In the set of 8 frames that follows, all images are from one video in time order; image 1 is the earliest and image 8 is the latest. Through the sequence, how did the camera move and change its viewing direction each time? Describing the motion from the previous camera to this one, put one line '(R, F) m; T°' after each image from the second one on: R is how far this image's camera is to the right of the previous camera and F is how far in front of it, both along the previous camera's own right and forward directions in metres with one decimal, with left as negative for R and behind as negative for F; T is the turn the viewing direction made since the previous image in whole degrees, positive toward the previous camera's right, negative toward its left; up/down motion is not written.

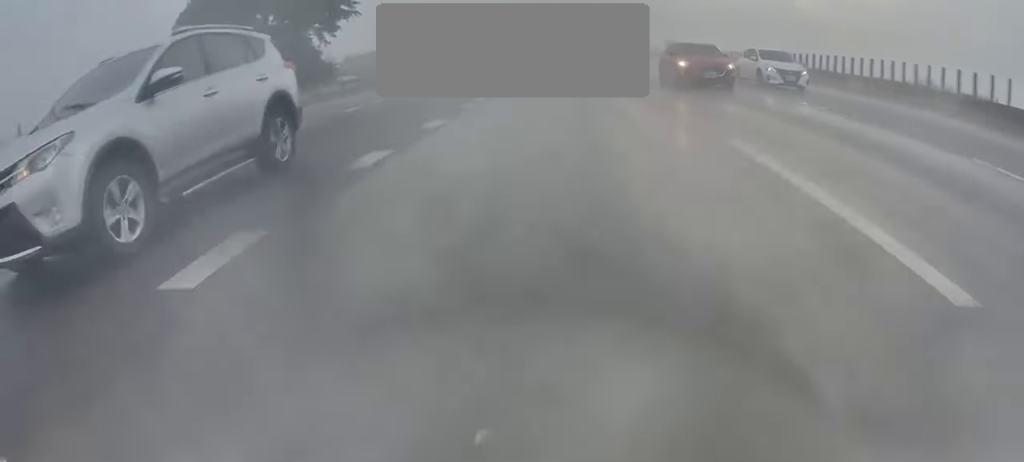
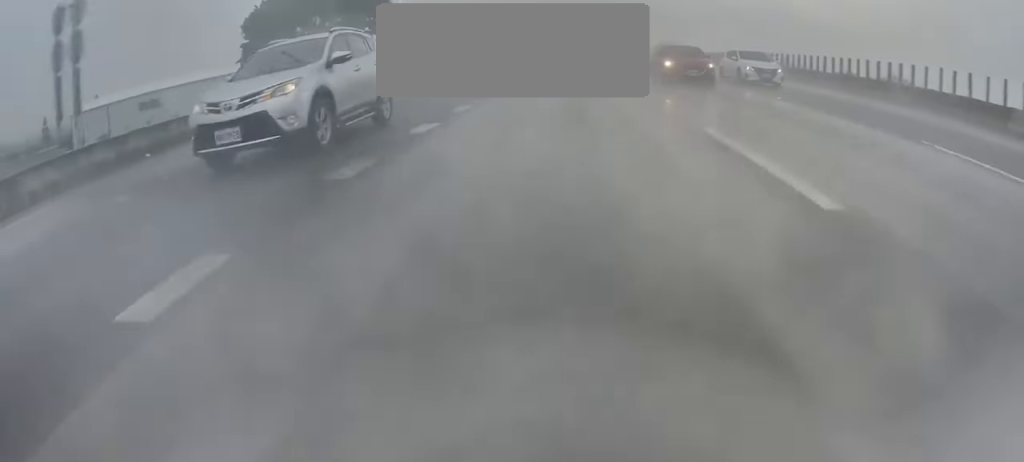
(0.0, +12.6) m; 0°
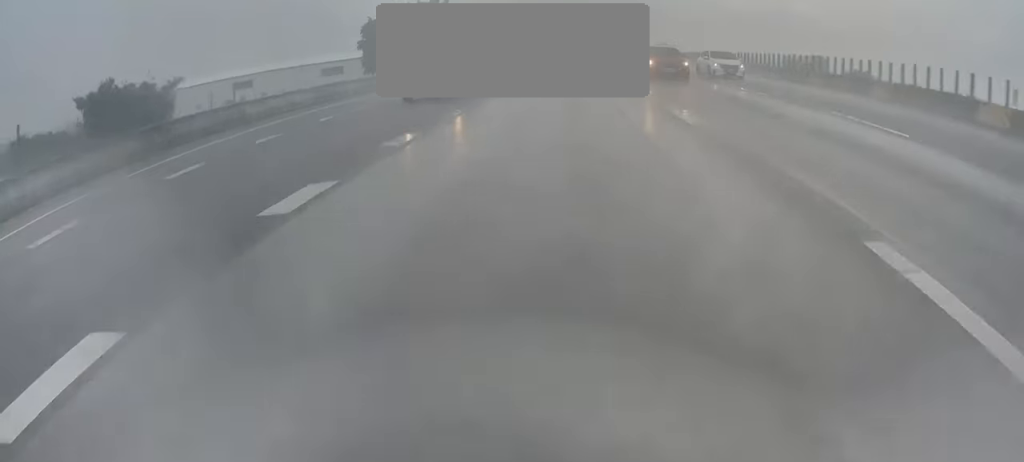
(-0.1, +40.2) m; 0°
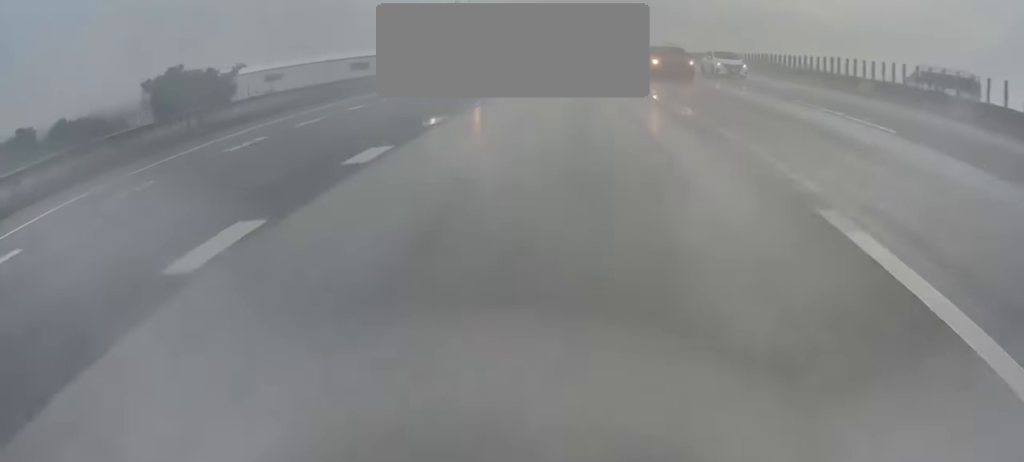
(0.0, +12.9) m; 0°
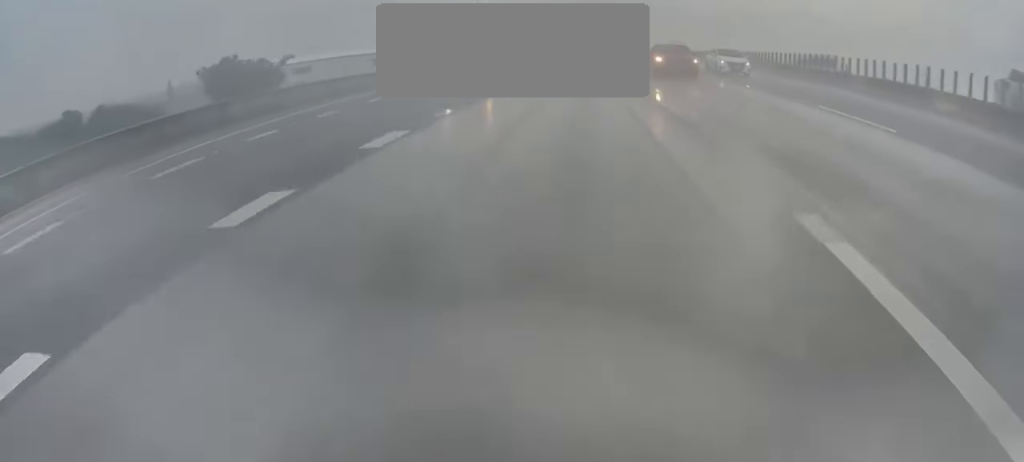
(0.0, +11.2) m; 0°
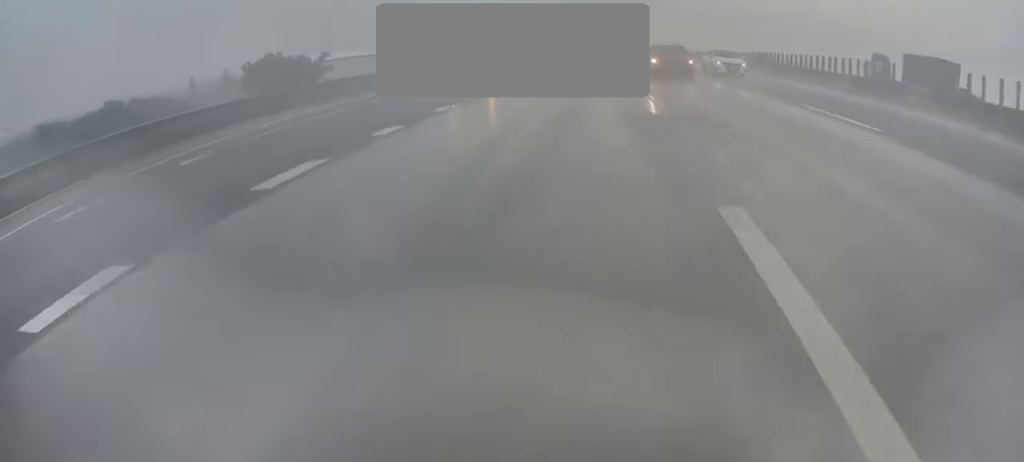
(0.0, +11.6) m; 0°
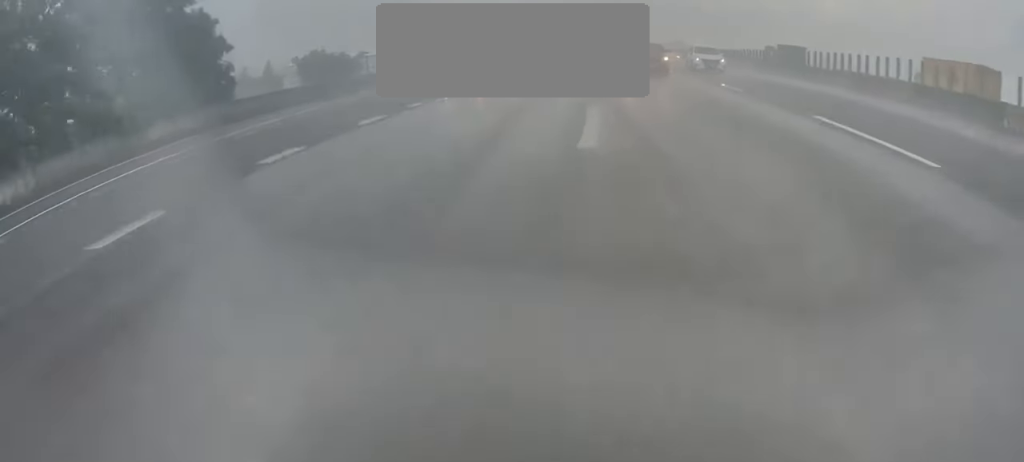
(-0.1, +17.4) m; -1°
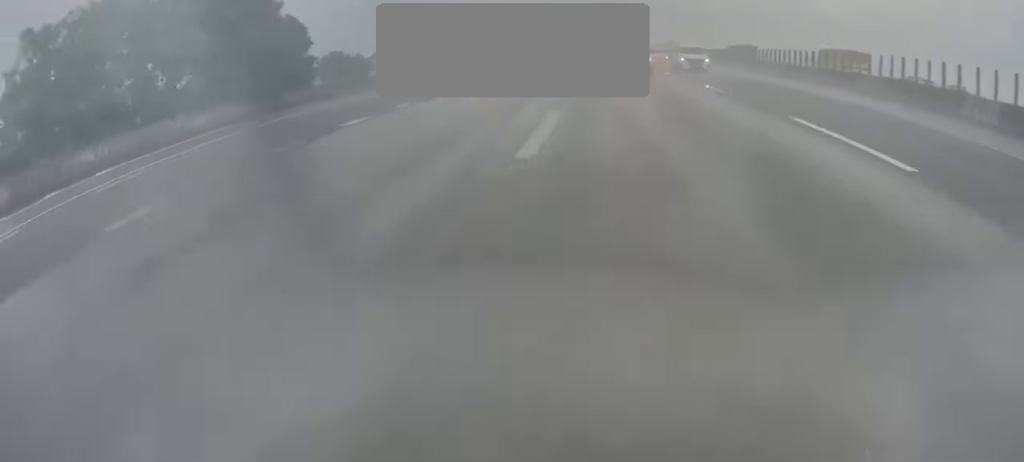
(-0.1, +9.8) m; -1°
